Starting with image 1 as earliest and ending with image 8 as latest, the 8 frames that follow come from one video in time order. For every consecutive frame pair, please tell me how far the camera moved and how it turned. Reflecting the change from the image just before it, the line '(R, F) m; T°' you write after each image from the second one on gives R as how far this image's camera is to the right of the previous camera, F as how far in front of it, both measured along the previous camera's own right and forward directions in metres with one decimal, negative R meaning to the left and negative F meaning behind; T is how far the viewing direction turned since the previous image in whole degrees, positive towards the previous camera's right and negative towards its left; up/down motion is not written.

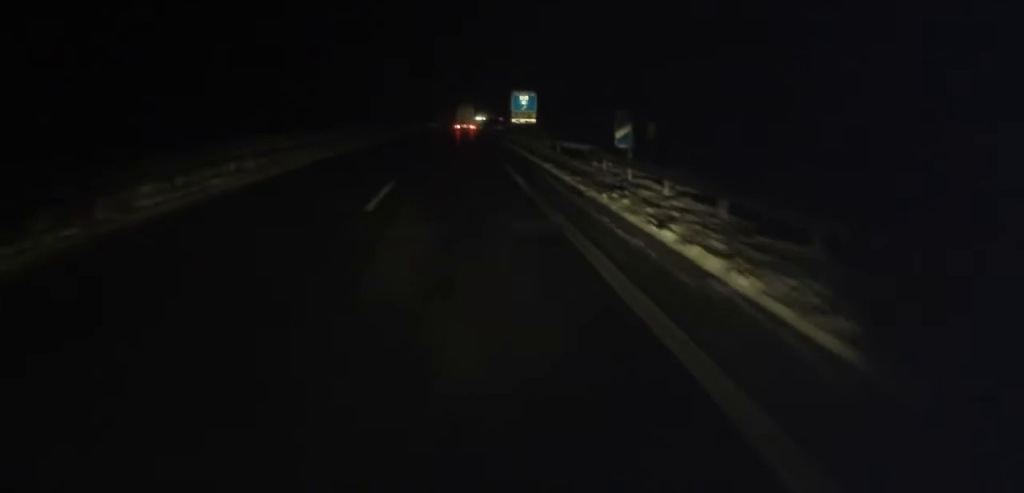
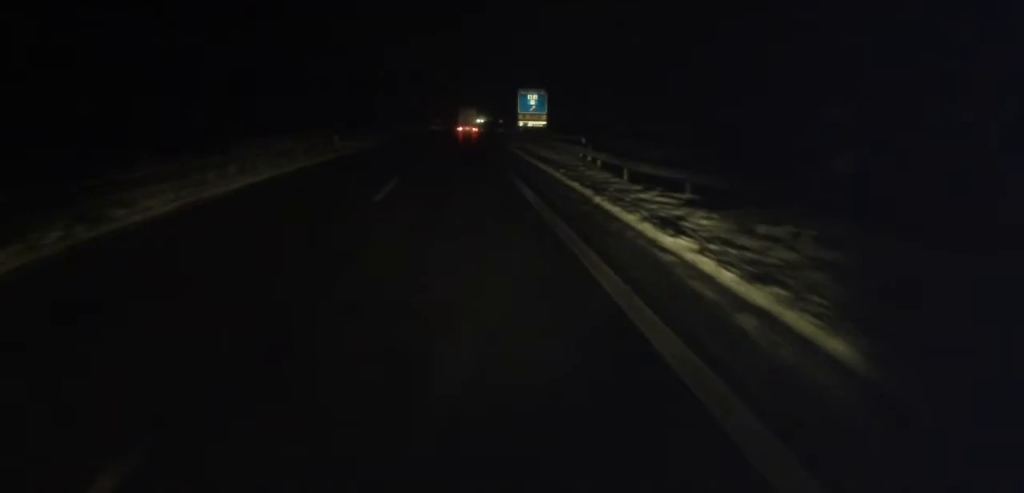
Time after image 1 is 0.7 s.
(0.0, +15.7) m; +2°
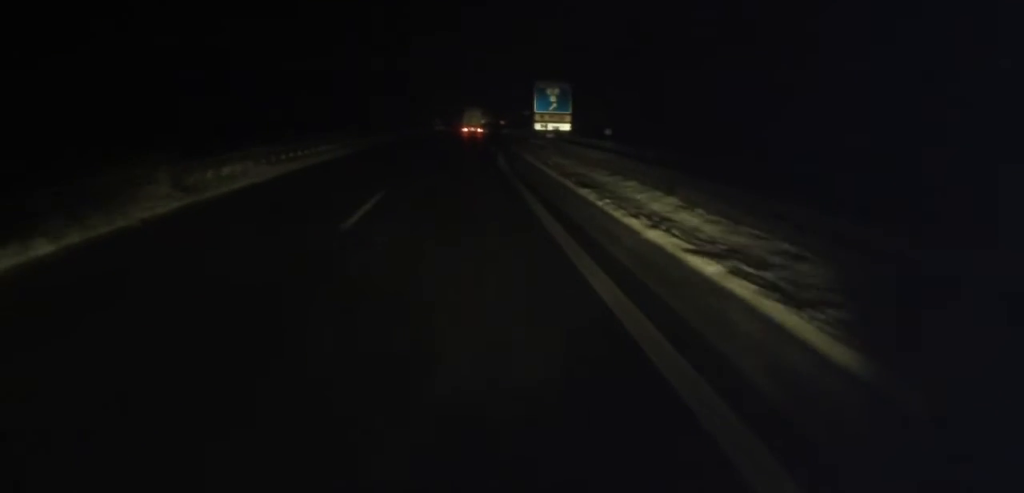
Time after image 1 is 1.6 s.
(+0.7, +22.0) m; +1°
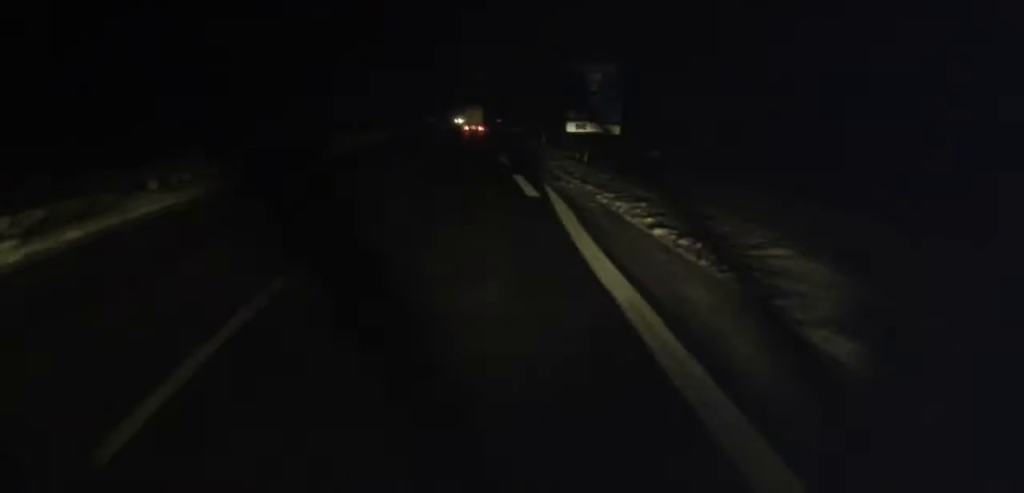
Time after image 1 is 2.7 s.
(-0.4, +25.9) m; -1°
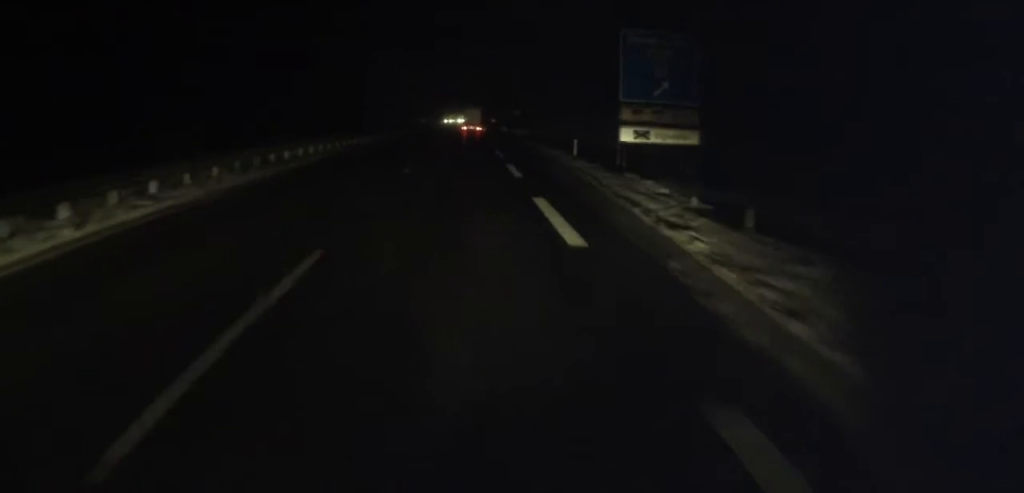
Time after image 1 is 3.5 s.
(0.0, +18.1) m; 0°
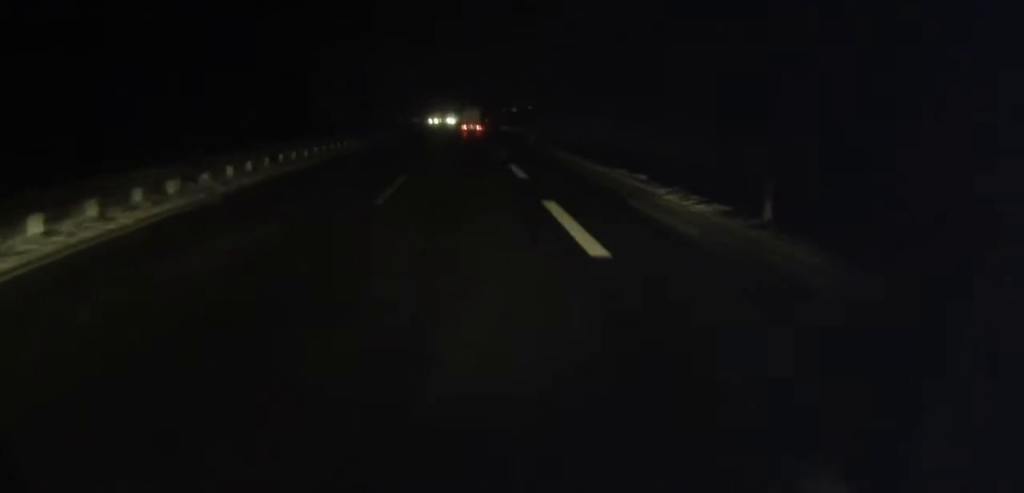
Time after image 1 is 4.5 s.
(+0.3, +25.3) m; +1°
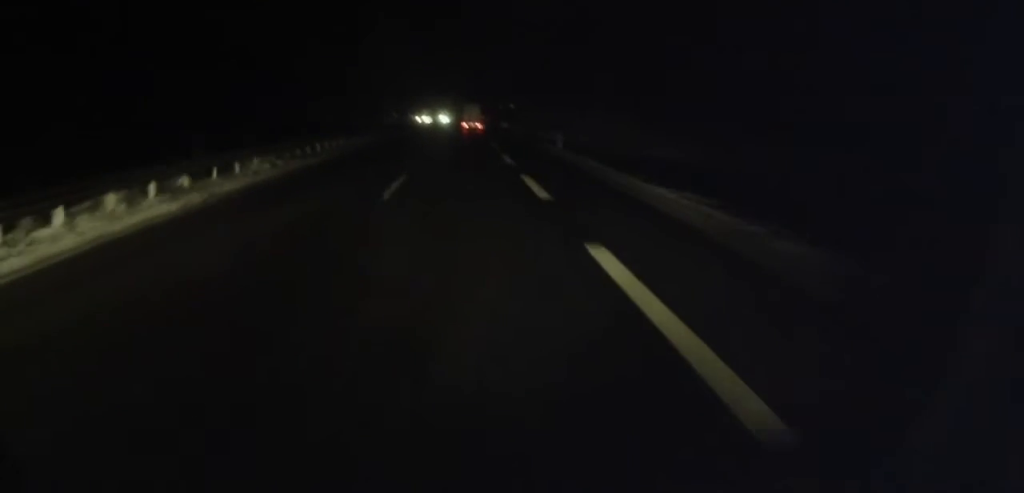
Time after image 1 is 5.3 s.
(0.0, +17.5) m; 0°
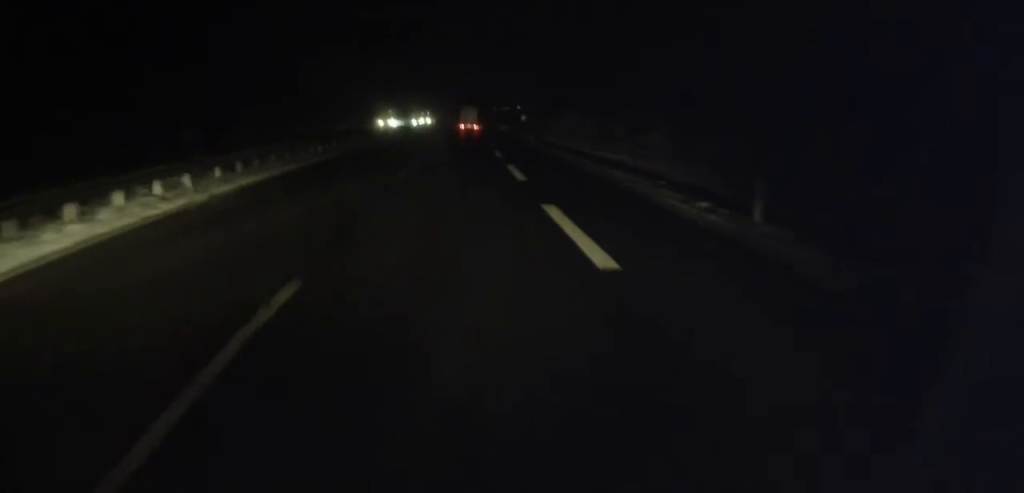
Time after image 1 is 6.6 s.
(+0.5, +31.8) m; +2°
